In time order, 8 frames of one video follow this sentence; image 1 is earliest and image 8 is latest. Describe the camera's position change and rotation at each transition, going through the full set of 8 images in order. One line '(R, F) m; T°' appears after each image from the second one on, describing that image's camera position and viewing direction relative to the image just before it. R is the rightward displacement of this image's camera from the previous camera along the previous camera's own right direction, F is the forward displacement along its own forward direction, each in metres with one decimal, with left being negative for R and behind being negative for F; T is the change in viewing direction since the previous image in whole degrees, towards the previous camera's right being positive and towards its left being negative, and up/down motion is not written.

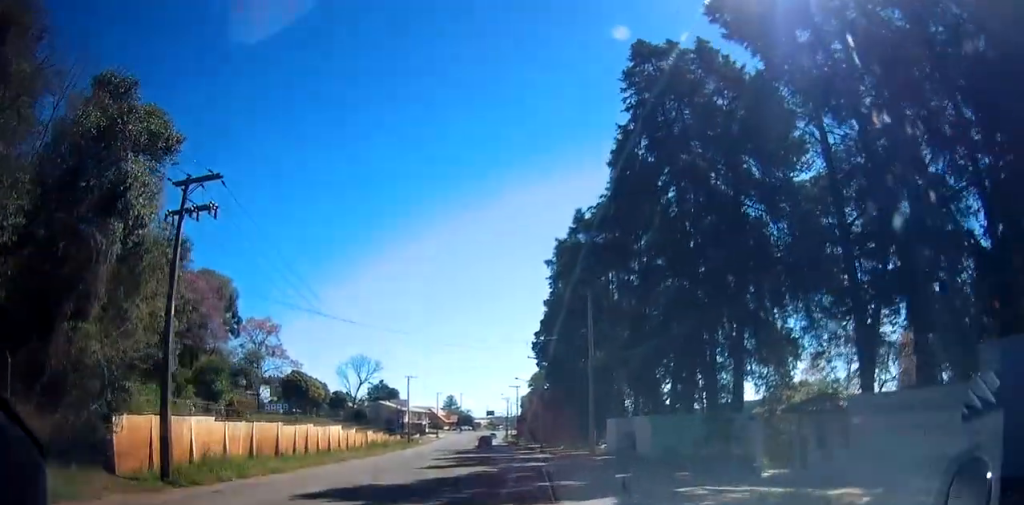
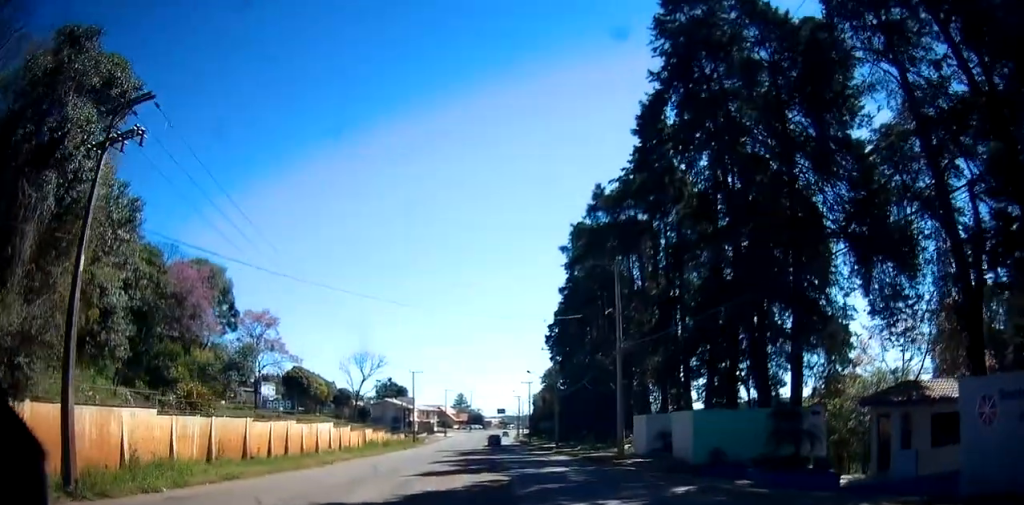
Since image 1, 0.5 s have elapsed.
(0.0, +4.2) m; 0°
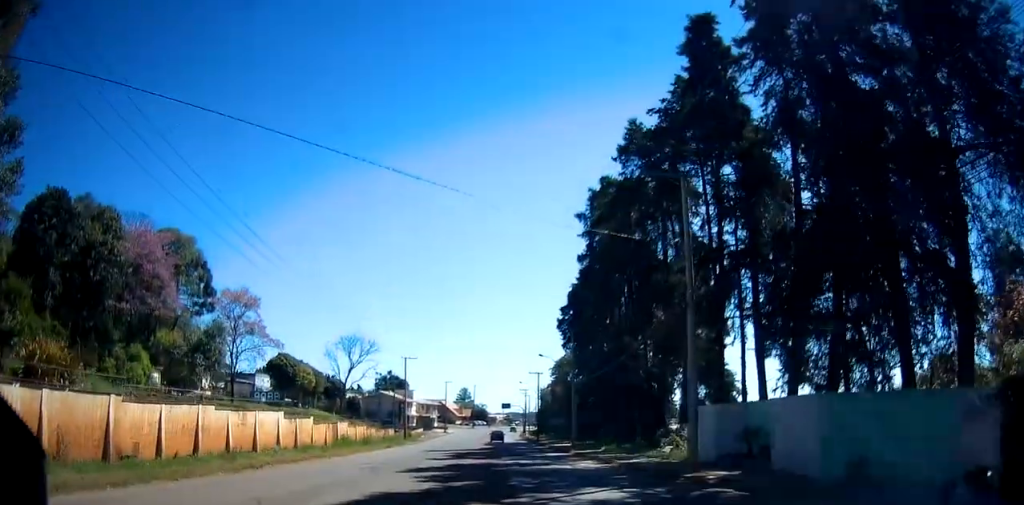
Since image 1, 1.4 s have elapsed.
(0.0, +7.7) m; +1°
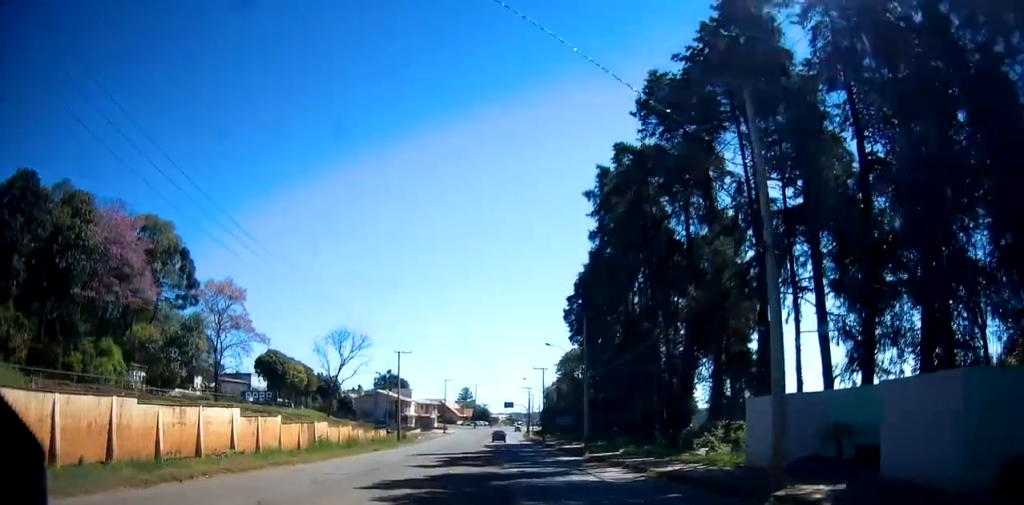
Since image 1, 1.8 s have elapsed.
(0.0, +4.3) m; 0°
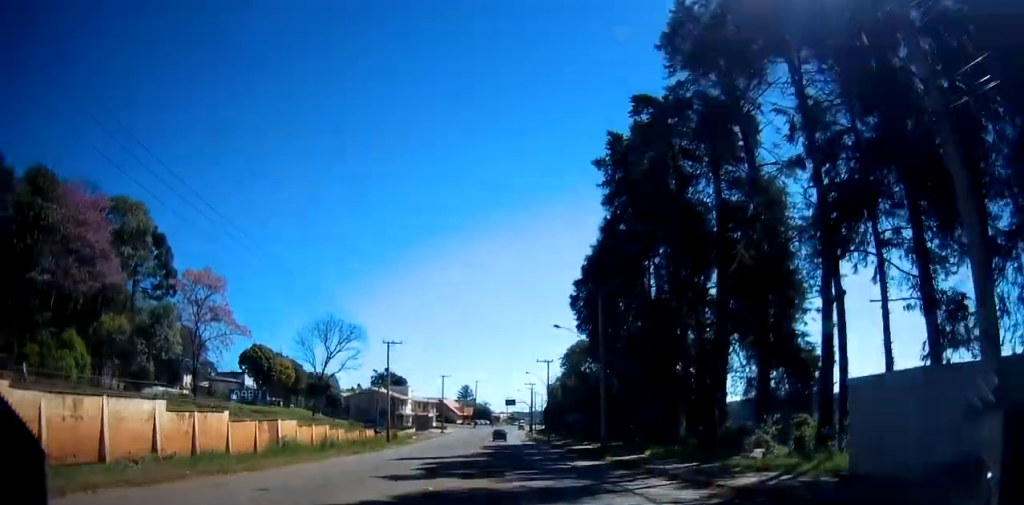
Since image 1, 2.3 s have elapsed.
(0.0, +4.8) m; 0°
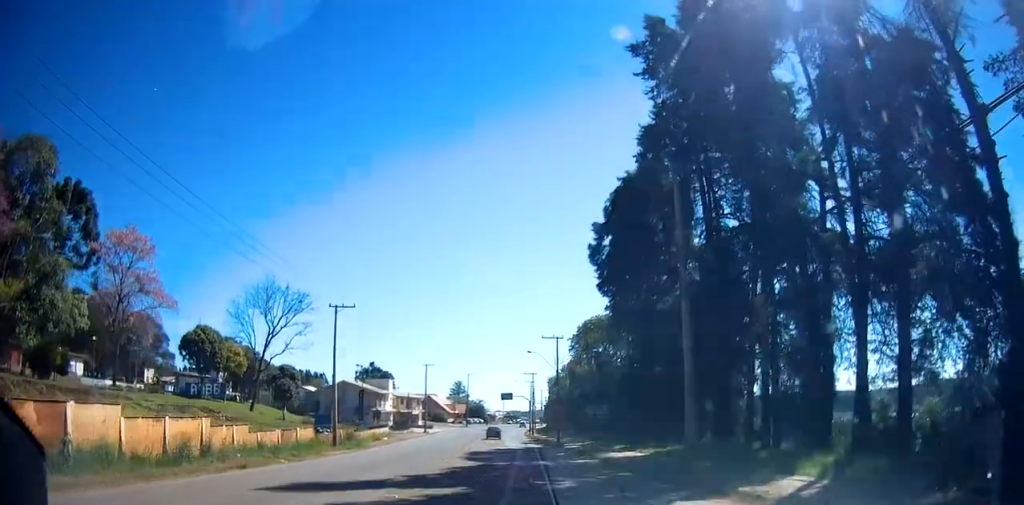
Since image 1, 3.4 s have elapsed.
(-0.1, +13.0) m; -1°
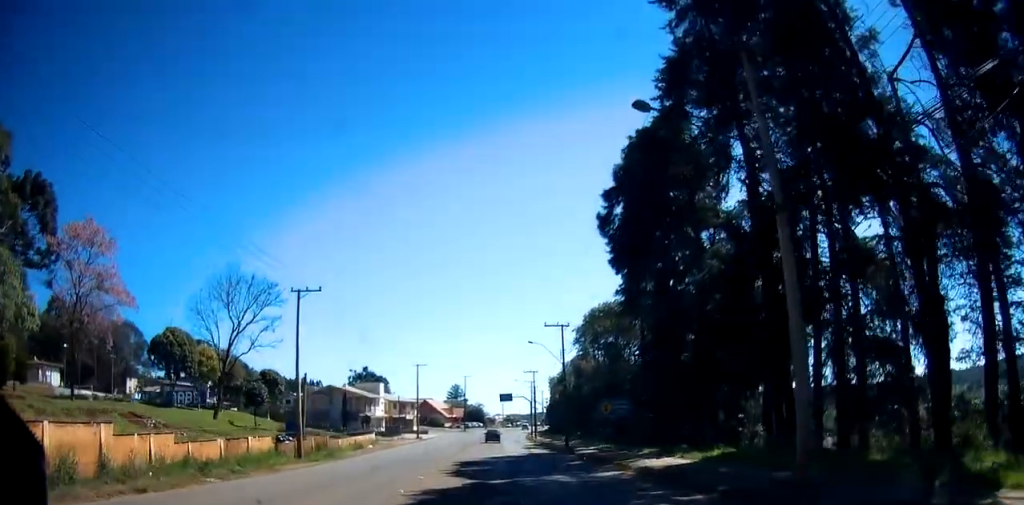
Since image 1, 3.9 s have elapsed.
(-0.1, +5.5) m; 0°
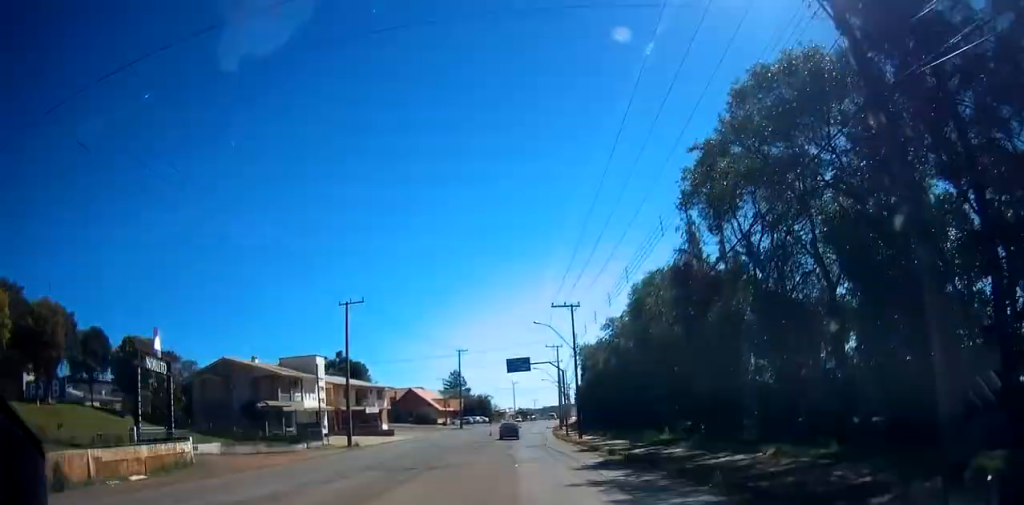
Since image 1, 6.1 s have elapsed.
(-0.3, +36.1) m; -2°
